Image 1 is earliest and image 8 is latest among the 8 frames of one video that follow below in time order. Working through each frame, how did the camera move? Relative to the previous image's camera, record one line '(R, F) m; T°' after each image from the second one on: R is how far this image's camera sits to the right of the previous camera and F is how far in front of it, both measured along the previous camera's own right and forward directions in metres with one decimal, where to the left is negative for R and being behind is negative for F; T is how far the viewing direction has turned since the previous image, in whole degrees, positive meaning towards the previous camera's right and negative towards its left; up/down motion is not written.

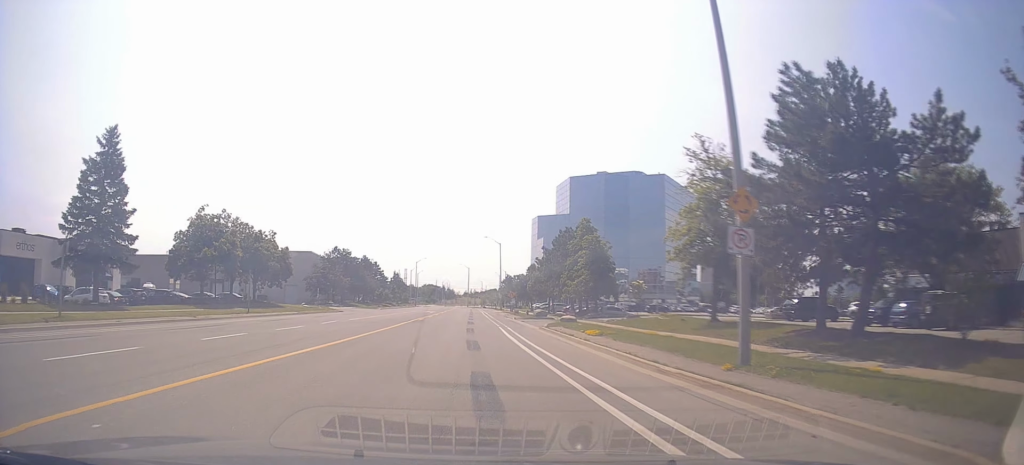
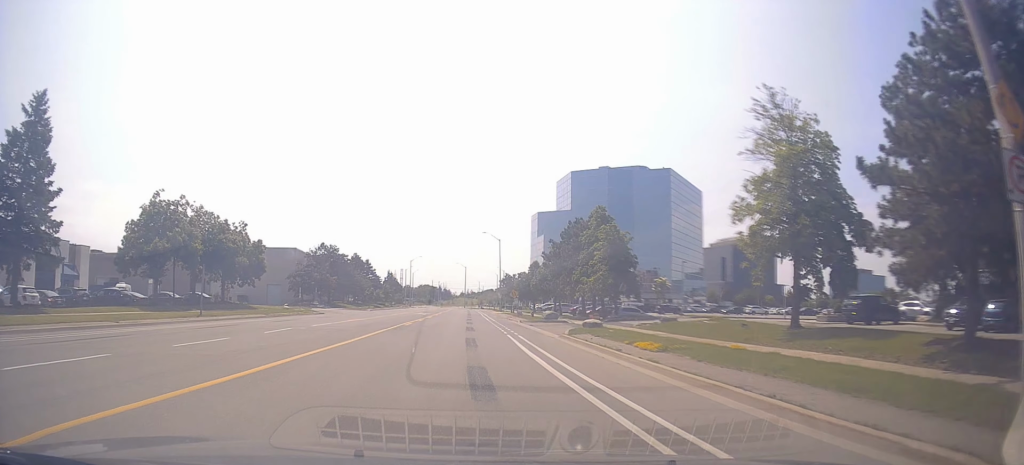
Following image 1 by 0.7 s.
(+0.1, +7.4) m; +2°
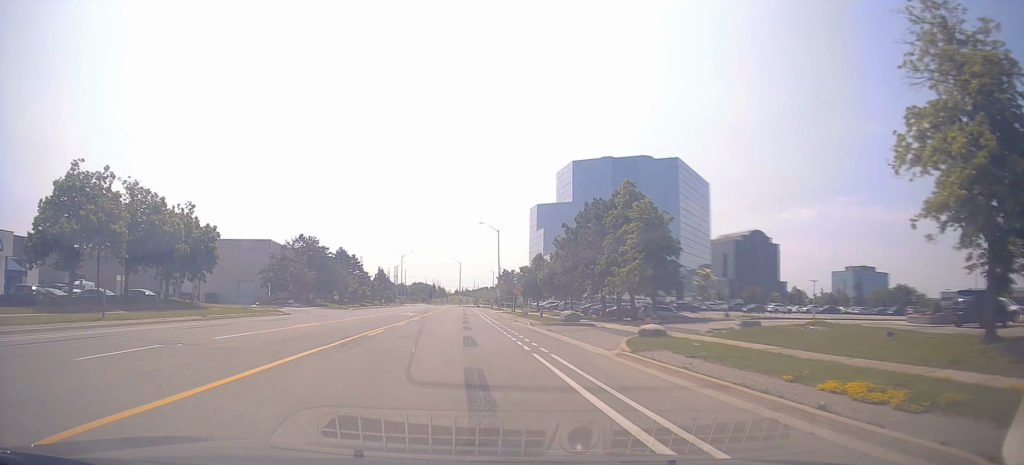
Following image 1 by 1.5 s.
(+0.2, +10.2) m; +1°
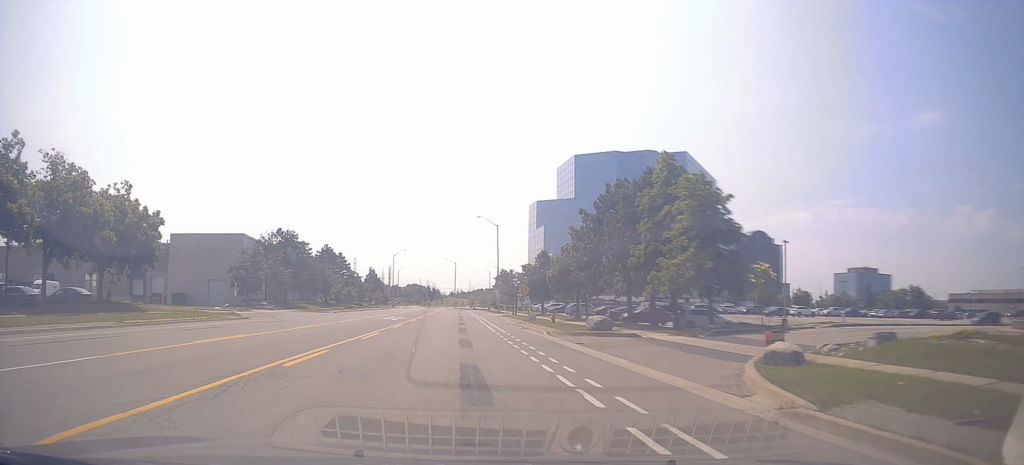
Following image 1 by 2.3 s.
(+0.1, +8.8) m; 0°
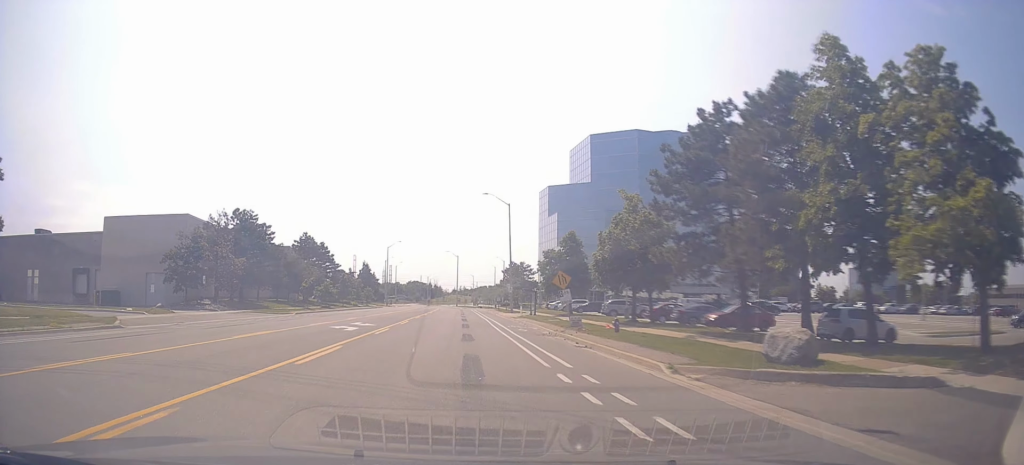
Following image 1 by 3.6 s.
(-0.3, +16.2) m; -2°
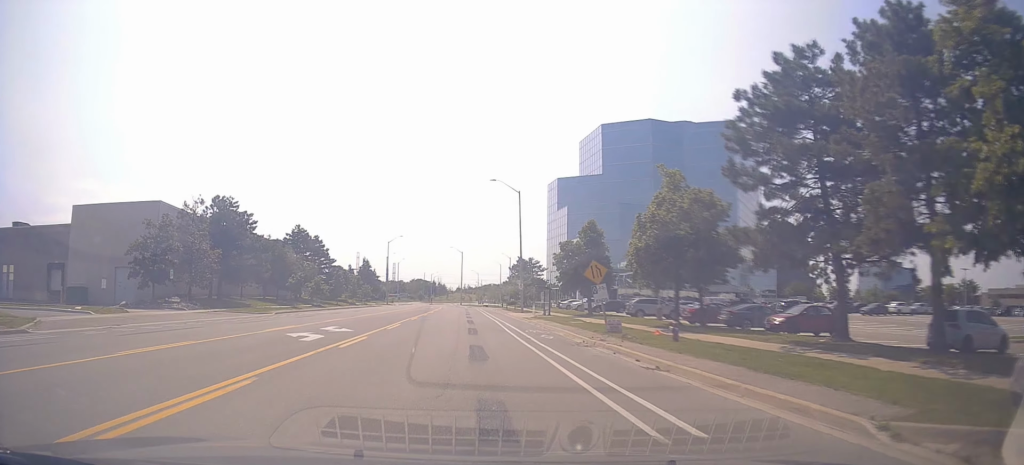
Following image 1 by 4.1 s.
(0.0, +6.9) m; -1°
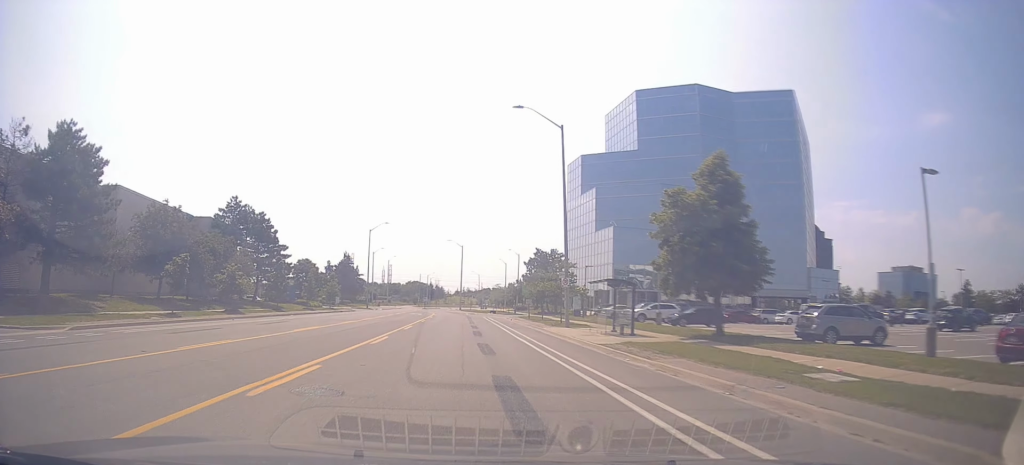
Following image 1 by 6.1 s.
(+0.8, +25.2) m; +3°
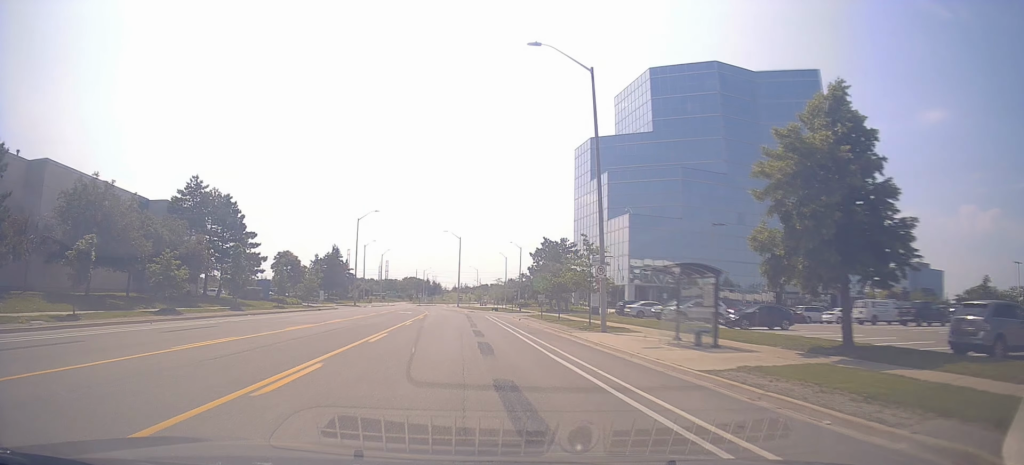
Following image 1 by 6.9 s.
(-0.2, +9.5) m; -1°
